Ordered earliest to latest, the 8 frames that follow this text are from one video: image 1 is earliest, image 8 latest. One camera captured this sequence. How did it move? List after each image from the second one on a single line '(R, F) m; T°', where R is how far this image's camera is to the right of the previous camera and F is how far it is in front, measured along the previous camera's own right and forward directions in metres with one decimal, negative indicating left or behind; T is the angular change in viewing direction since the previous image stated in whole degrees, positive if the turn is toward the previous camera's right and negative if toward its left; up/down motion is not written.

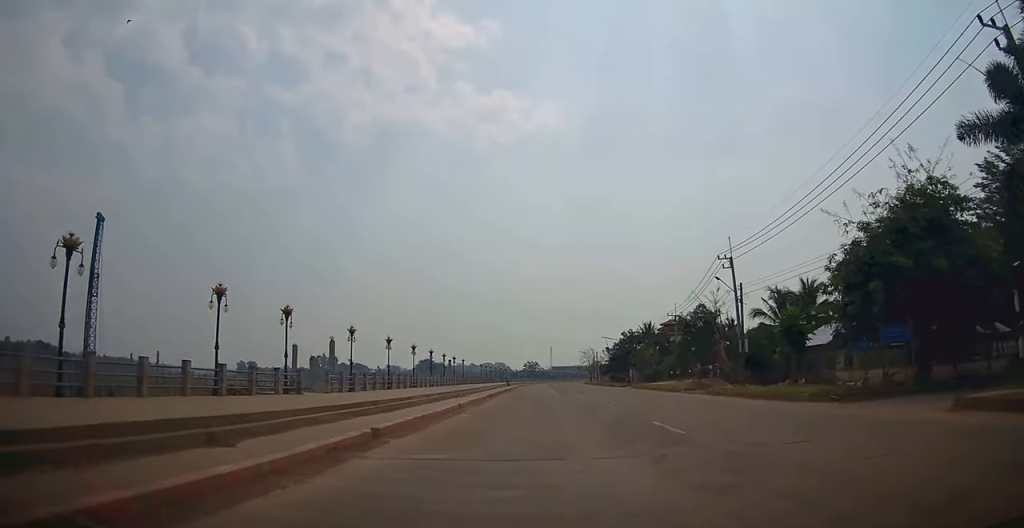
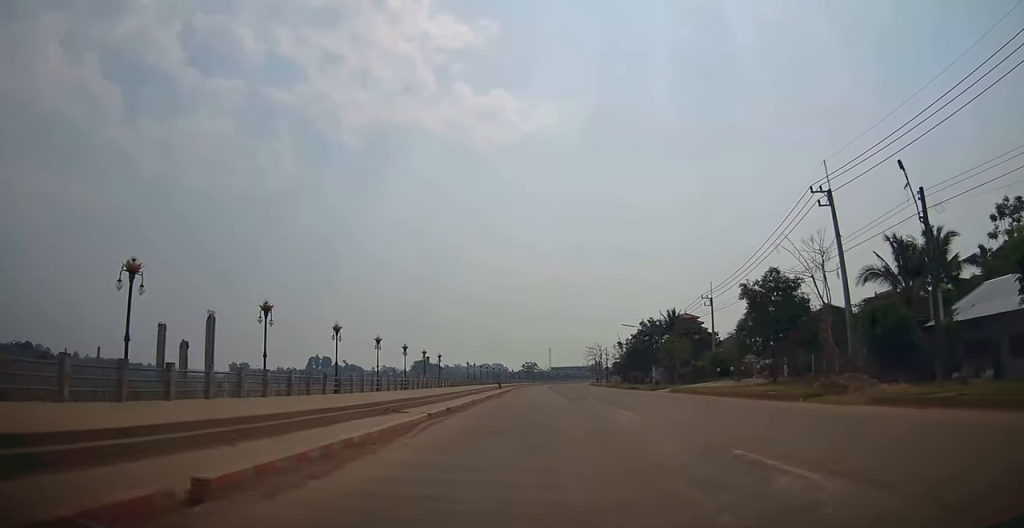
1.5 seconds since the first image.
(-0.1, +17.8) m; -1°
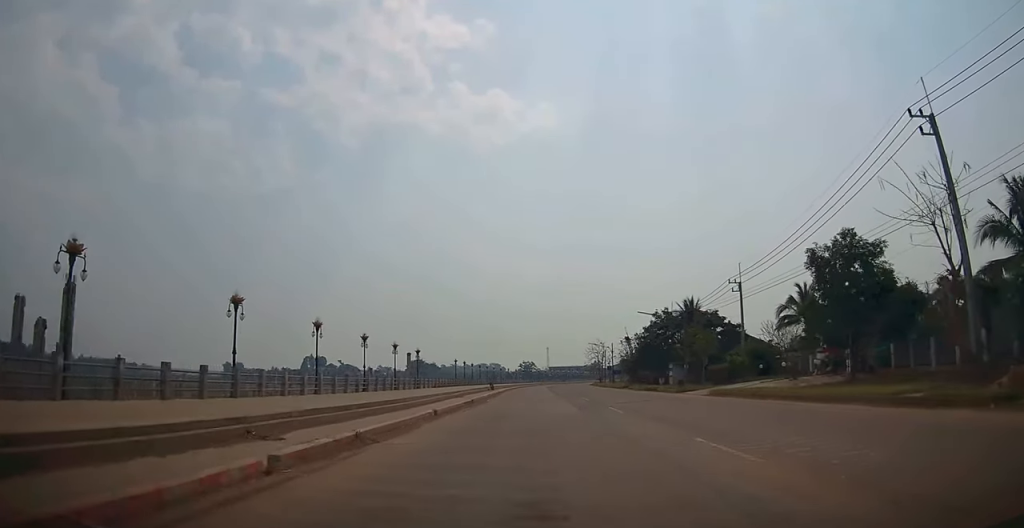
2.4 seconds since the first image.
(-0.1, +9.9) m; 0°
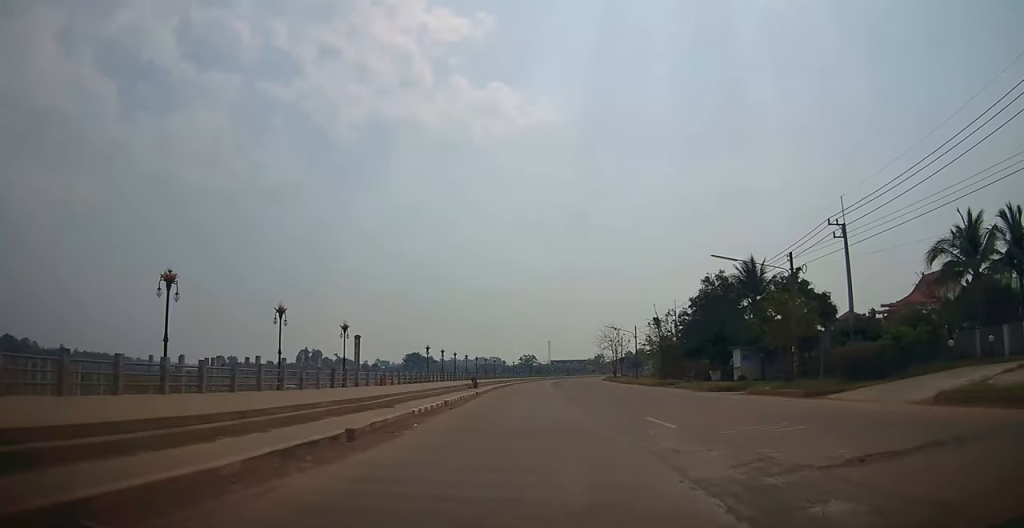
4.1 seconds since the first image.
(0.0, +19.2) m; -1°
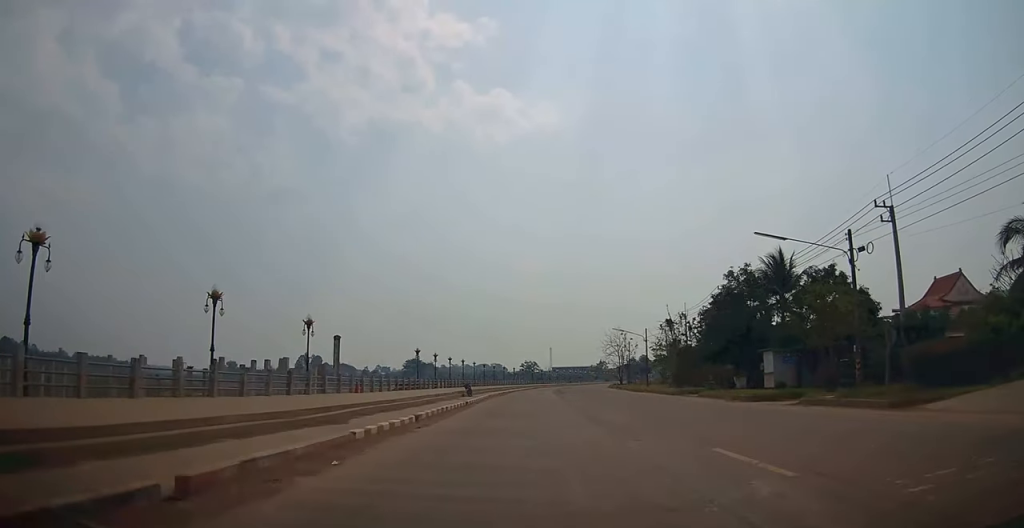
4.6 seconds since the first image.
(-0.1, +5.2) m; 0°
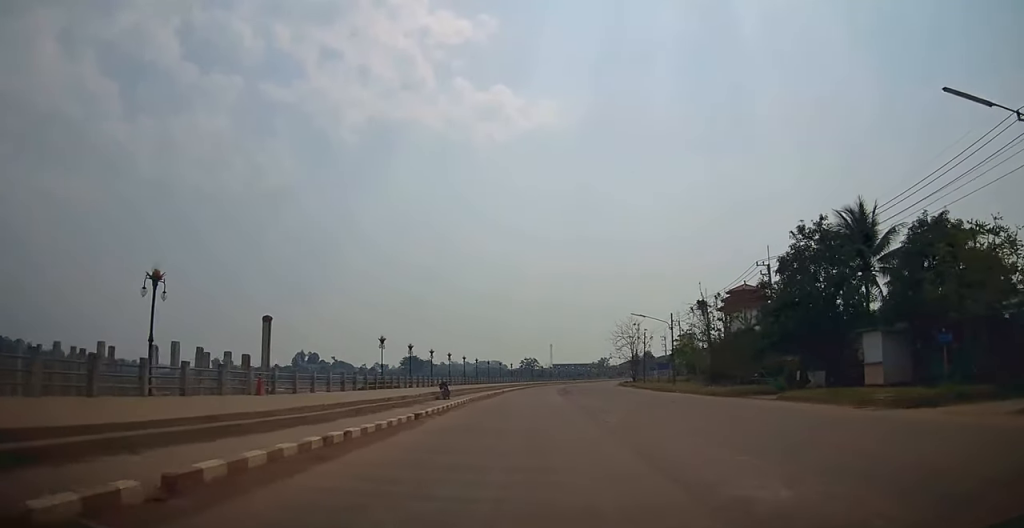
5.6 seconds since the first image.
(0.0, +11.3) m; 0°
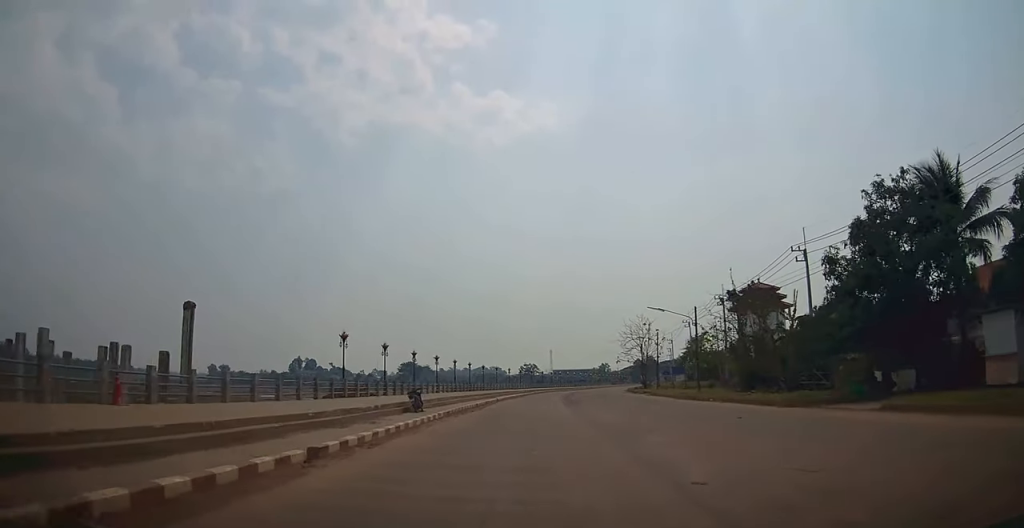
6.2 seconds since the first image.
(0.0, +7.6) m; 0°
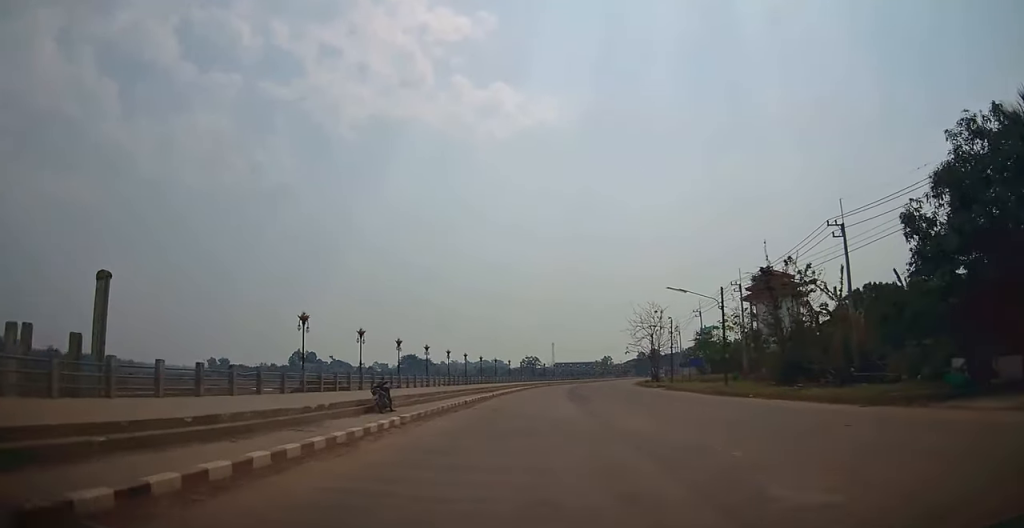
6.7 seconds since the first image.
(0.0, +5.7) m; 0°
